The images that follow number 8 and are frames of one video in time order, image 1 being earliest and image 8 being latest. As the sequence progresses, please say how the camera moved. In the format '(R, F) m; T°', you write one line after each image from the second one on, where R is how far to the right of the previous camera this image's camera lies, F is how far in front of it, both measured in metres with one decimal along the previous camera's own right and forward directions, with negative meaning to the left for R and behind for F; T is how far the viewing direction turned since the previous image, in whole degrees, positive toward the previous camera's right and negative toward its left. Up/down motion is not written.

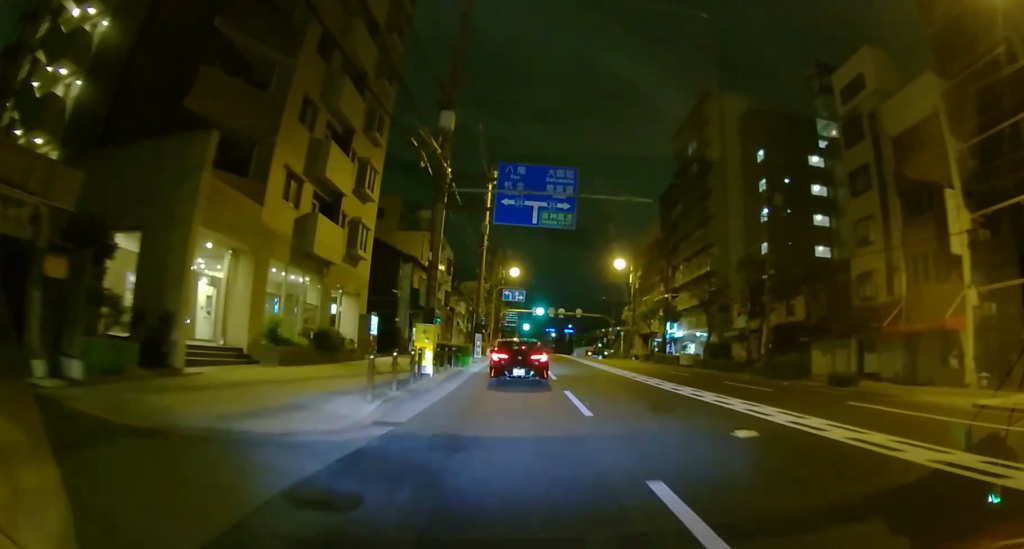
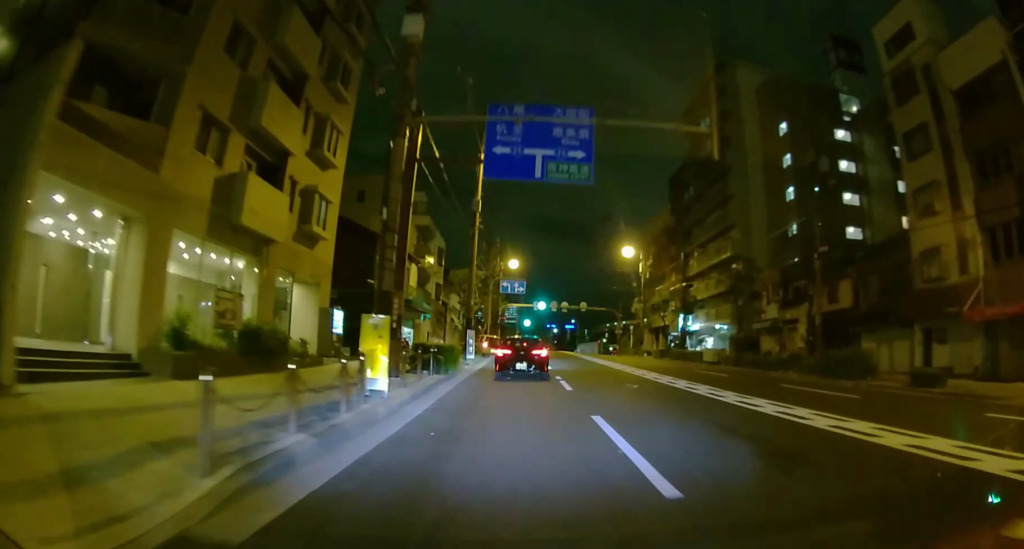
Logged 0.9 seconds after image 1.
(0.0, +5.2) m; 0°
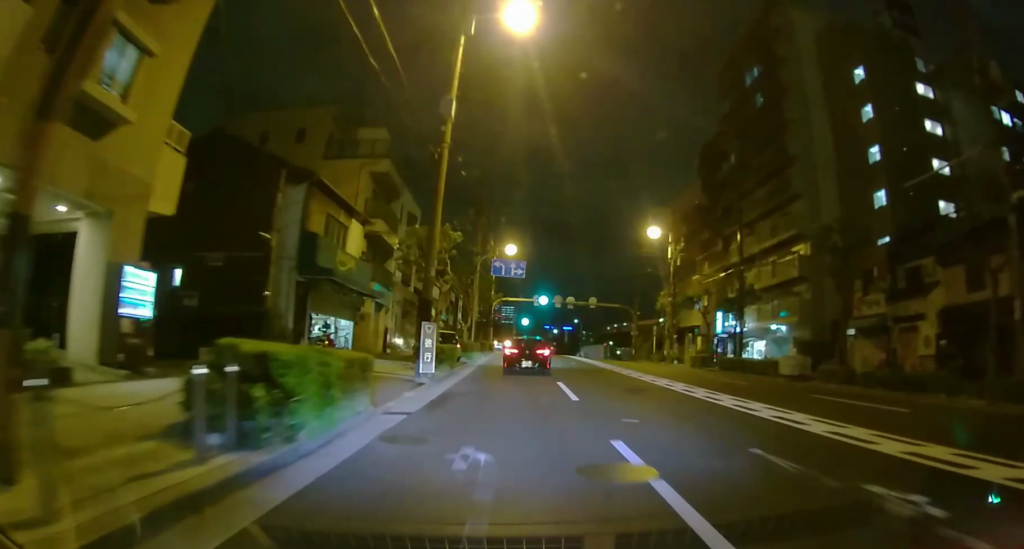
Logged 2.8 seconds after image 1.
(+0.1, +12.2) m; +1°
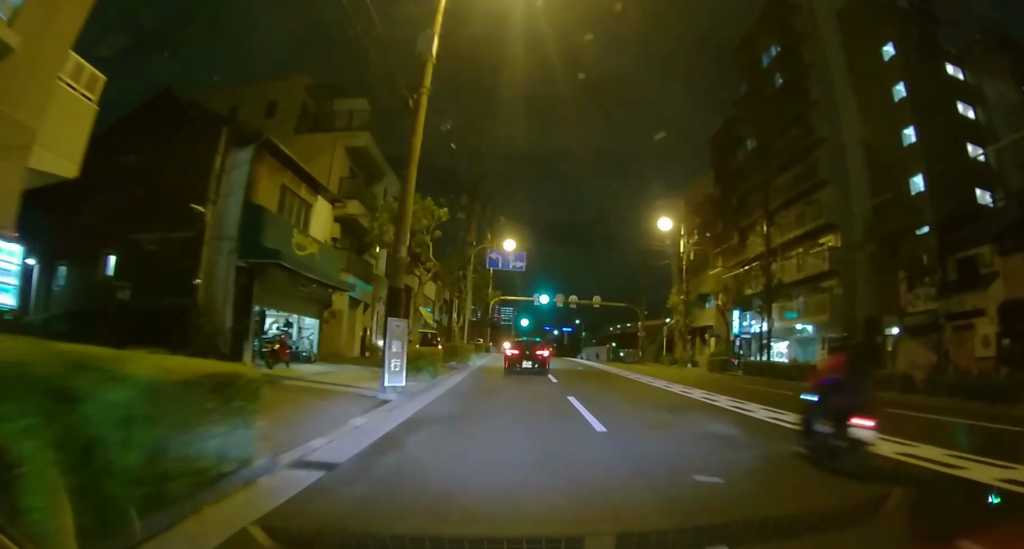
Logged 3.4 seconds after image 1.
(0.0, +4.3) m; 0°
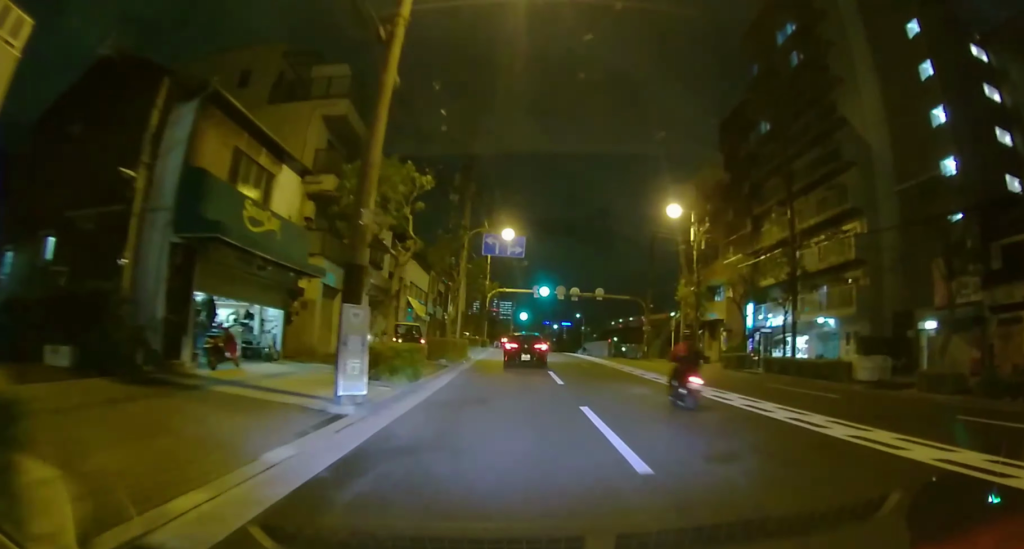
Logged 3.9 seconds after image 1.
(0.0, +3.0) m; +1°
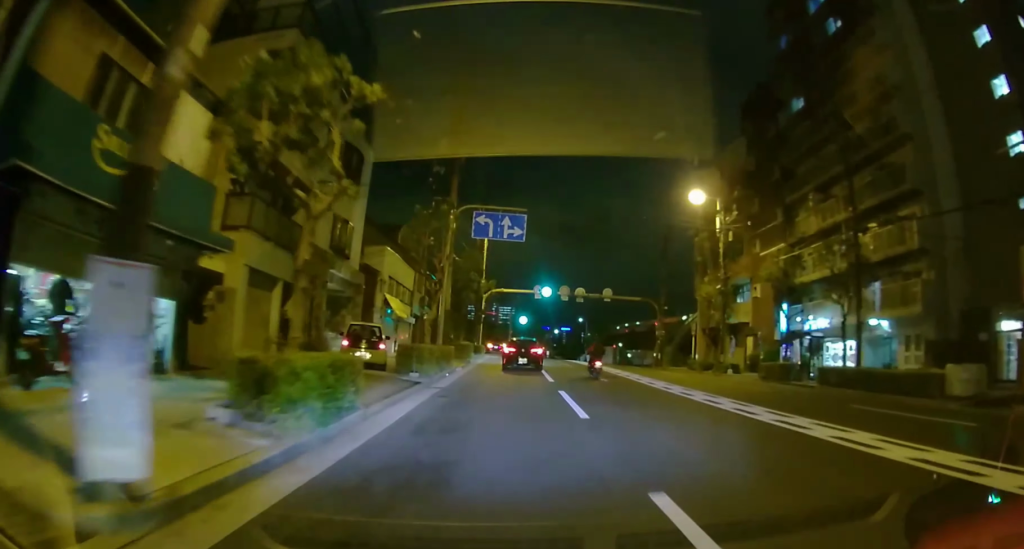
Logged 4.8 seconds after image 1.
(+0.1, +5.7) m; +2°
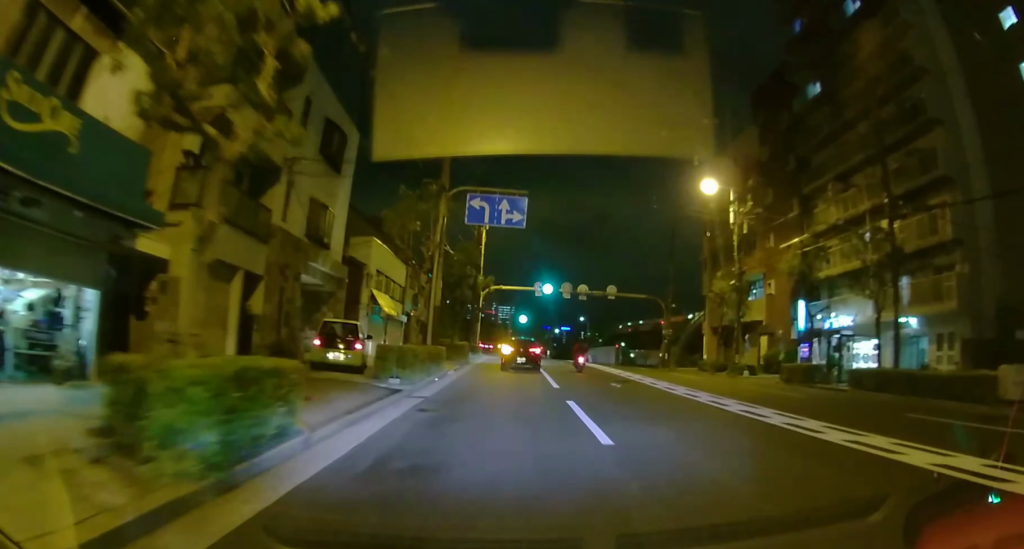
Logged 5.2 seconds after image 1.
(+0.1, +2.5) m; 0°
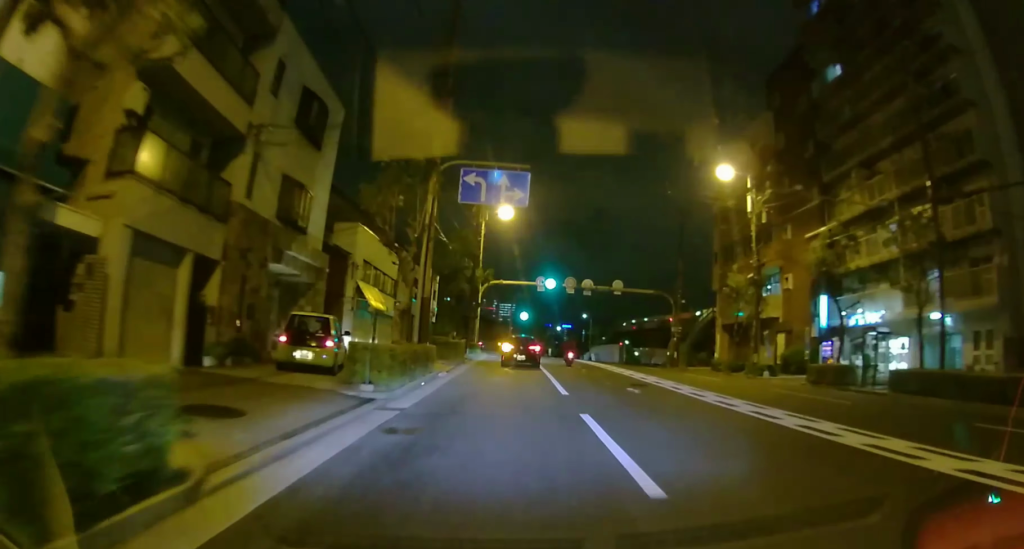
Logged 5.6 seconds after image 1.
(0.0, +2.7) m; 0°
